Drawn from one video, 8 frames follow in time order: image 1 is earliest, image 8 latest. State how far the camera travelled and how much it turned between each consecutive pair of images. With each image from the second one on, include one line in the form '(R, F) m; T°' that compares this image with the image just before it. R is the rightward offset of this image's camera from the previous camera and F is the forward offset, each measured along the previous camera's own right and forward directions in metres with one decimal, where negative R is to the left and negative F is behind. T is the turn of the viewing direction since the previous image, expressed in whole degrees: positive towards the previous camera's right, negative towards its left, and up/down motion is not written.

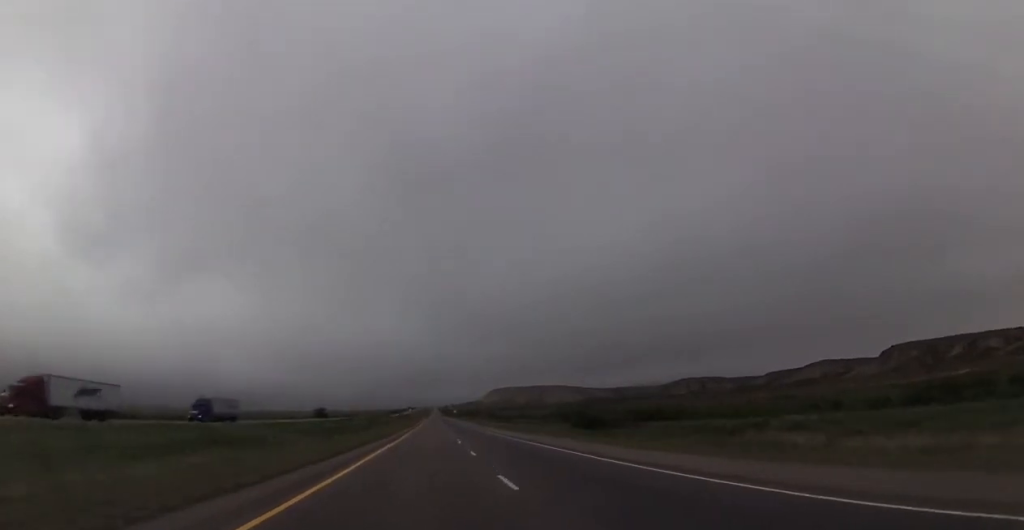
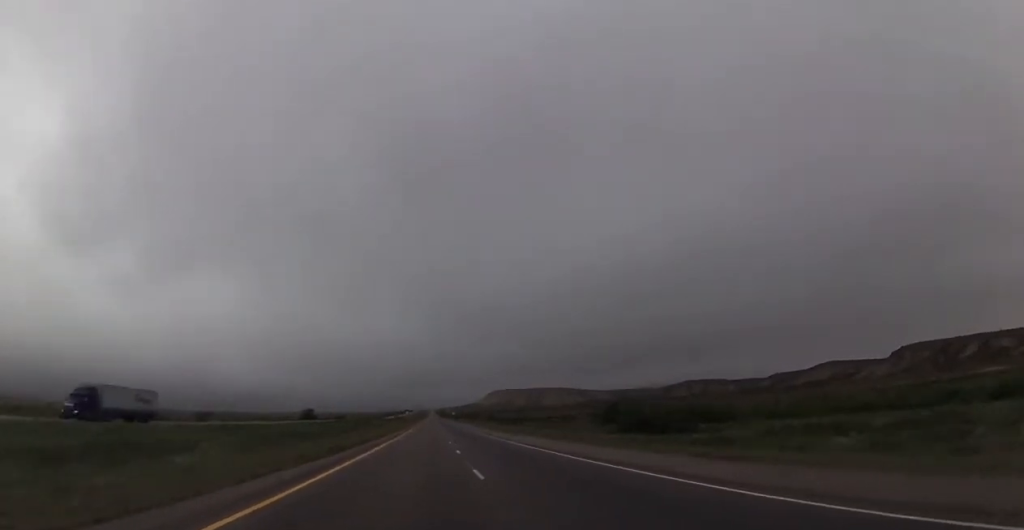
(0.0, +21.7) m; 0°
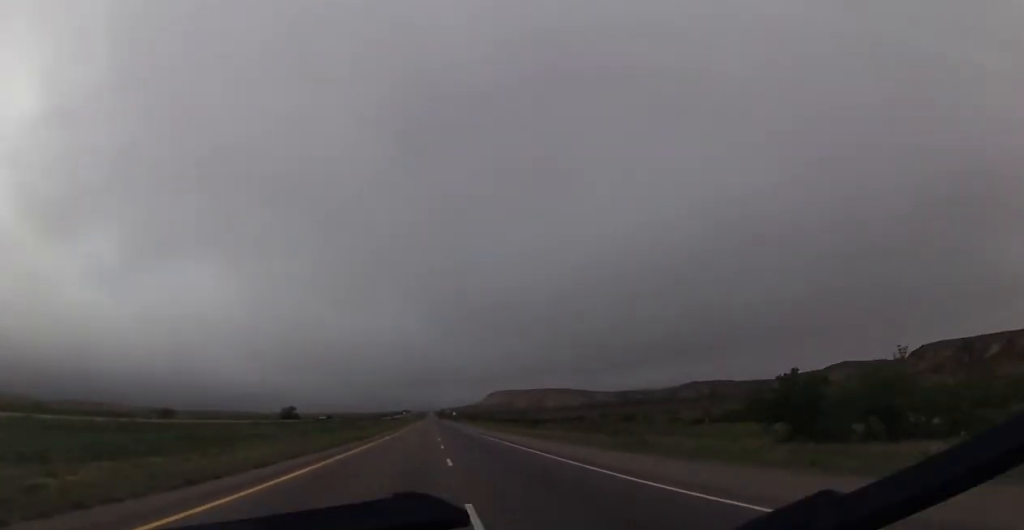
(0.0, +31.9) m; +1°
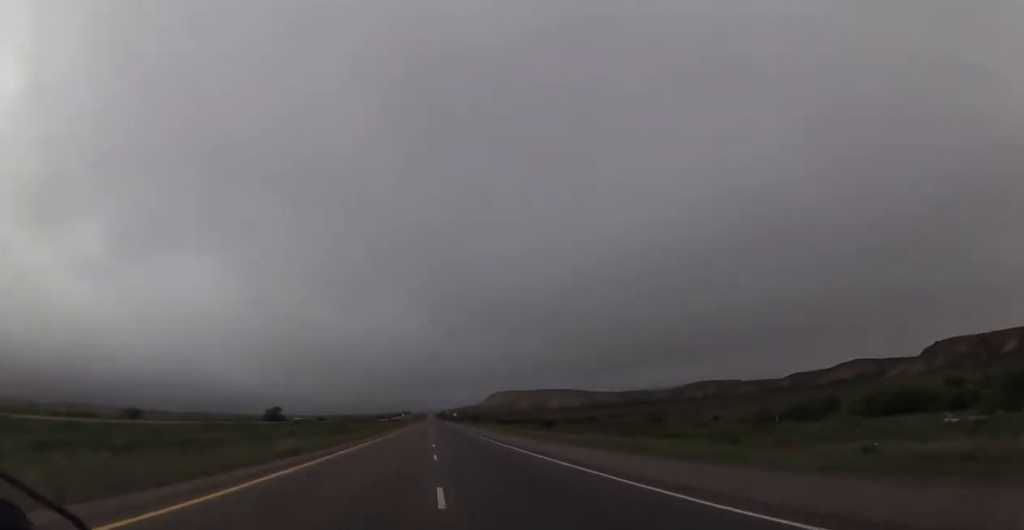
(+0.1, +21.8) m; 0°
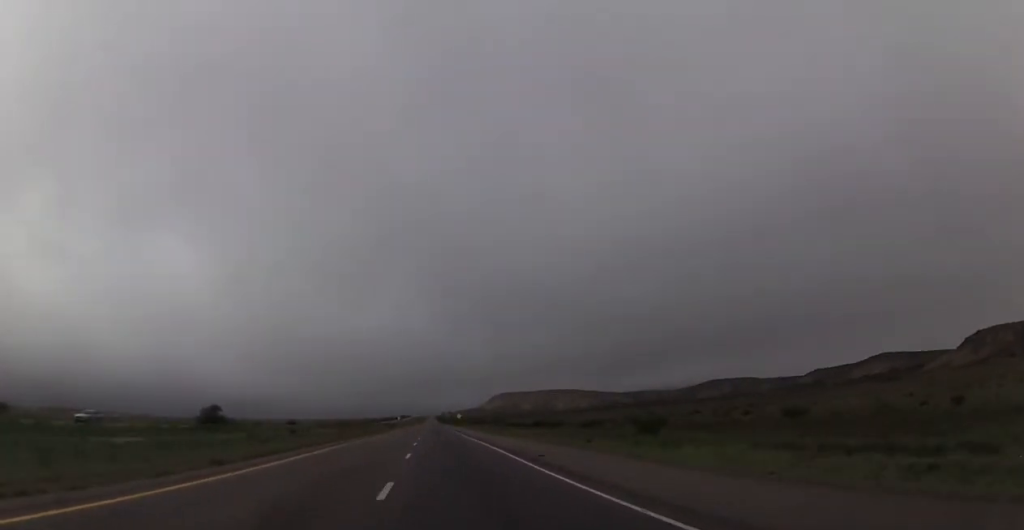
(0.0, +60.0) m; -1°
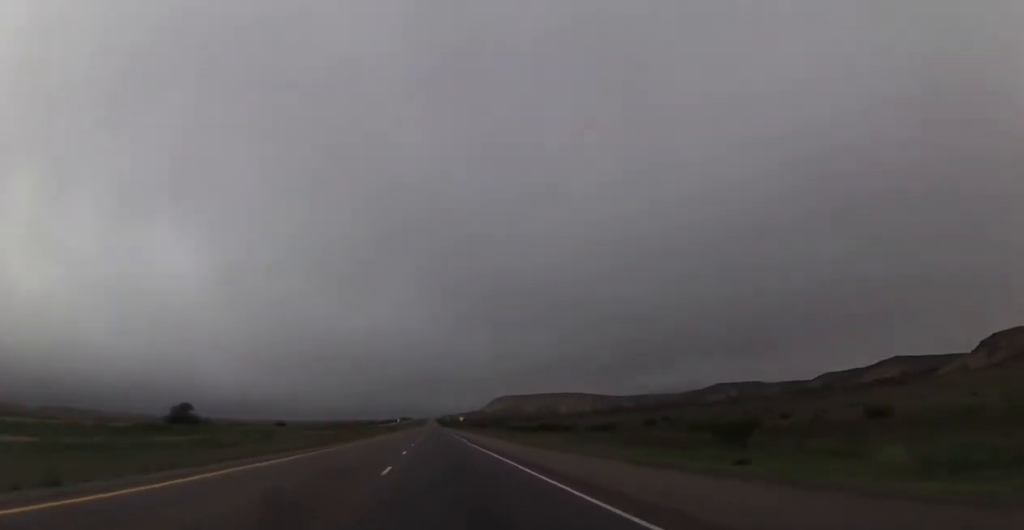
(-0.1, +19.1) m; 0°
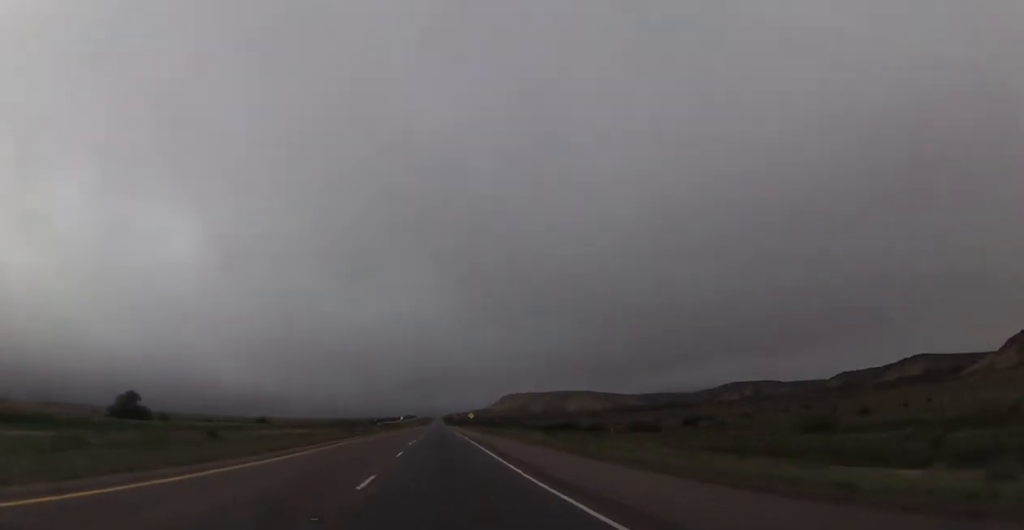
(0.0, +28.0) m; 0°
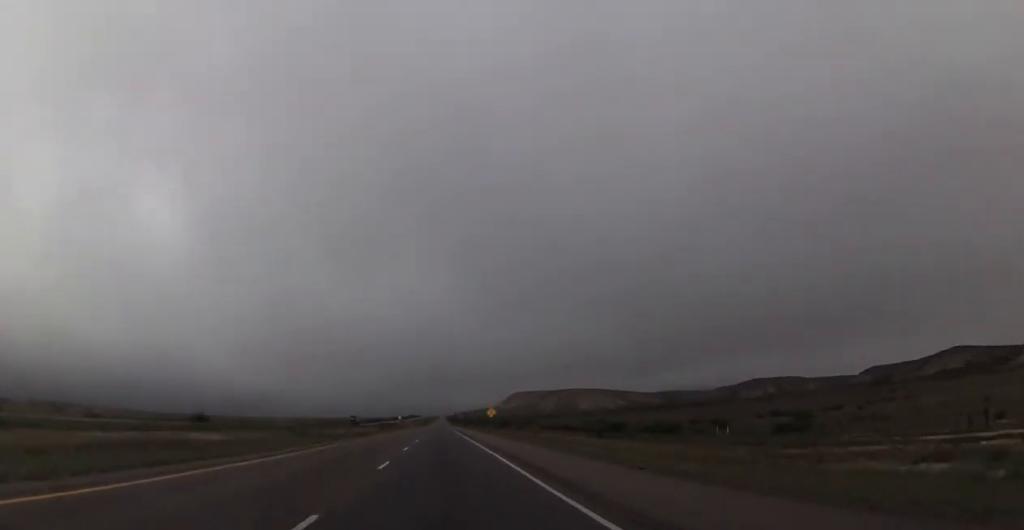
(+0.1, +55.5) m; 0°
